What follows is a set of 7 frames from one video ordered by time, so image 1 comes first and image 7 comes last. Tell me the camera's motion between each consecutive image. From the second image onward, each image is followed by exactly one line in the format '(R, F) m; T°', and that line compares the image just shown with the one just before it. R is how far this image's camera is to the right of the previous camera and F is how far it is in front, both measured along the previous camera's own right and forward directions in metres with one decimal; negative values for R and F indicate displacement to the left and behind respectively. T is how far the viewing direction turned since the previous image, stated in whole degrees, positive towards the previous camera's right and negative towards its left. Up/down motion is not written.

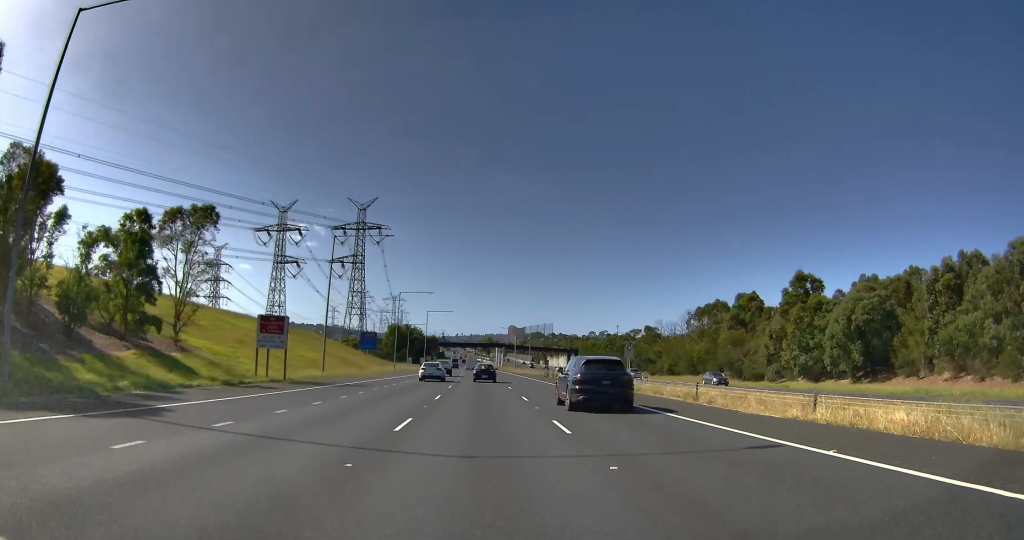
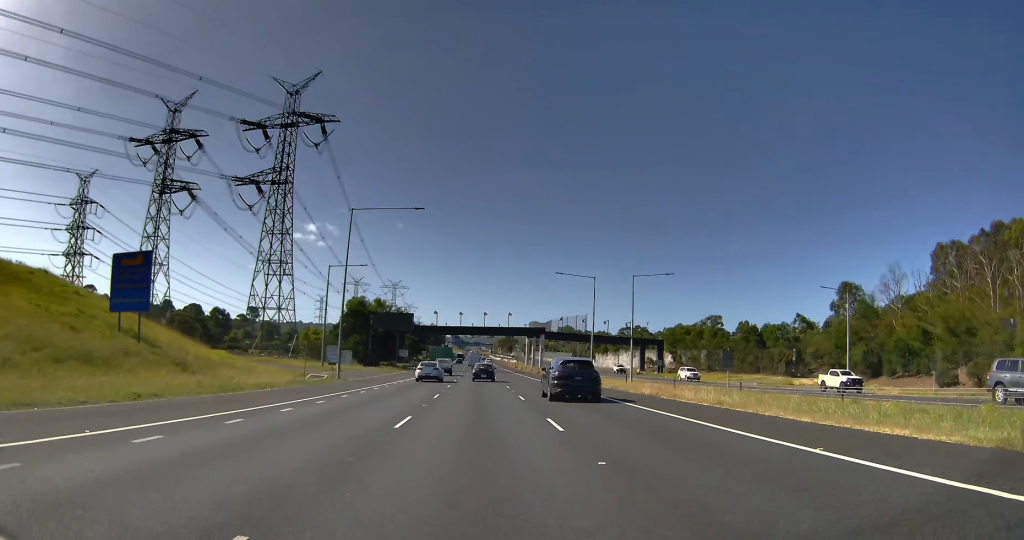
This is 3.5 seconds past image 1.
(-0.3, +74.7) m; 0°
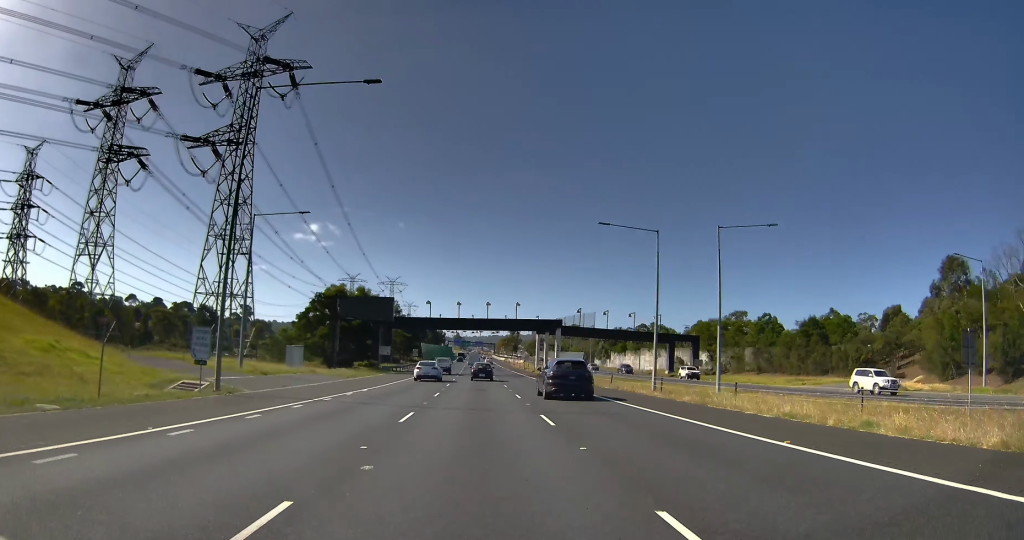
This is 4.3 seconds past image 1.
(+0.4, +18.3) m; +1°
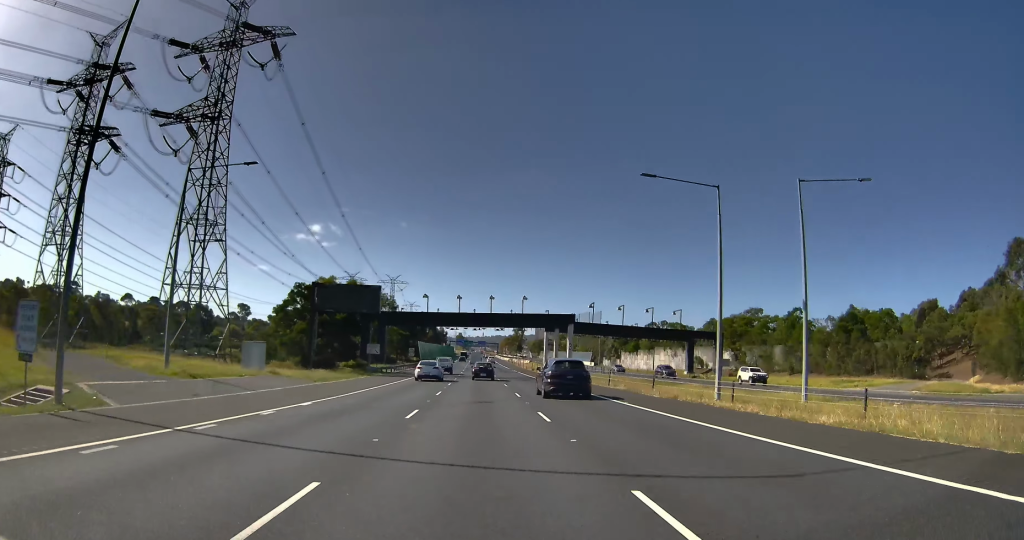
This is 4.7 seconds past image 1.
(0.0, +9.3) m; 0°
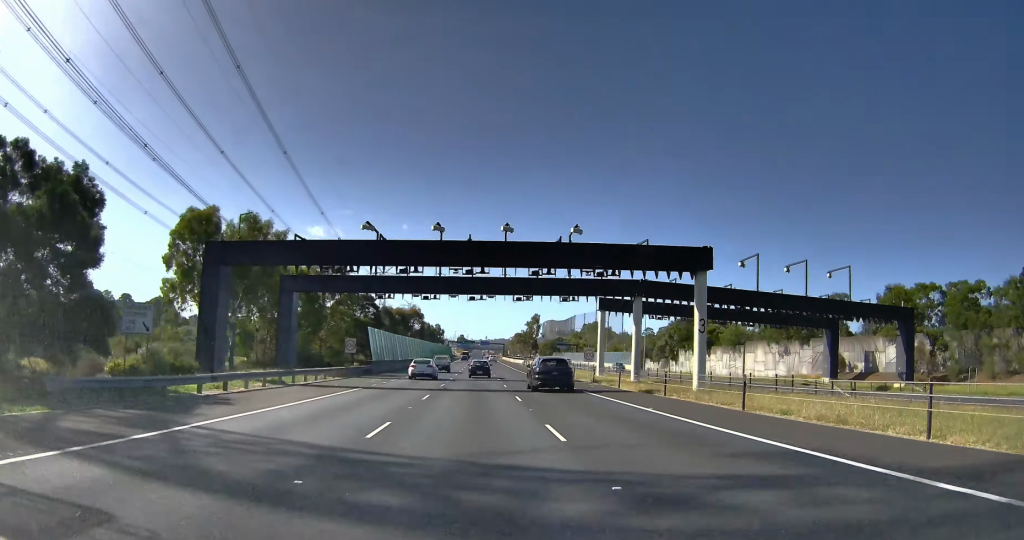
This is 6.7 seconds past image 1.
(0.0, +49.9) m; 0°
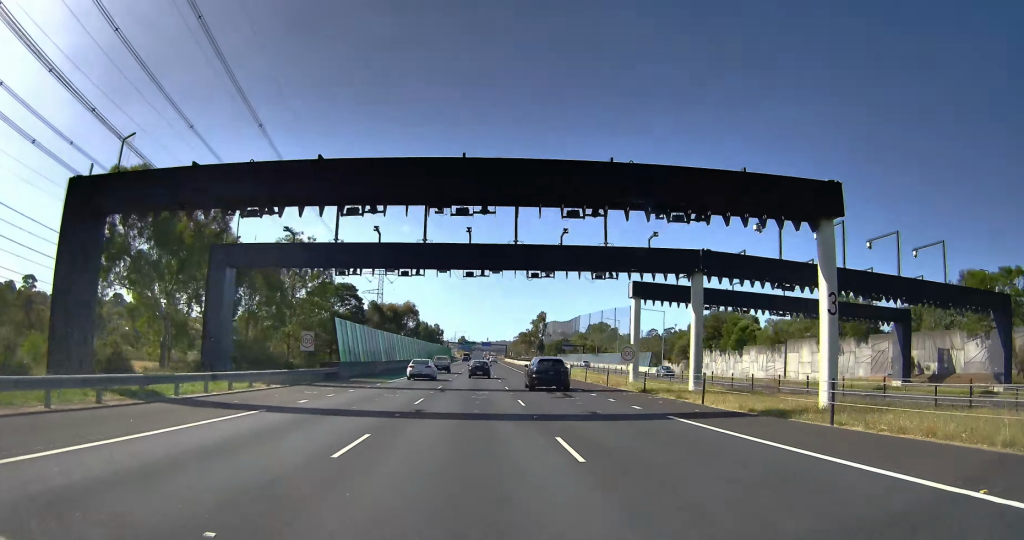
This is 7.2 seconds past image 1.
(0.0, +14.7) m; +1°
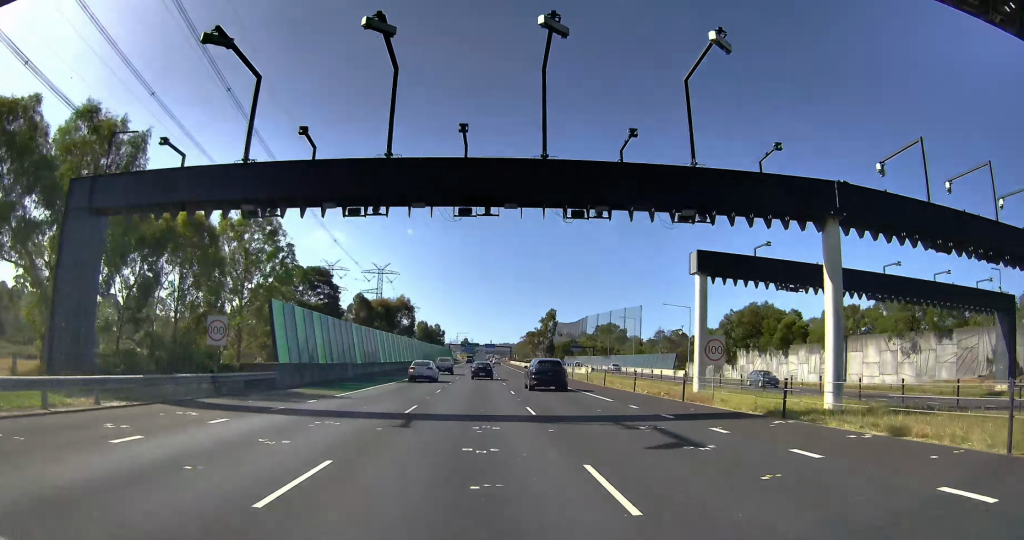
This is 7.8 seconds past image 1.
(0.0, +15.9) m; +1°
